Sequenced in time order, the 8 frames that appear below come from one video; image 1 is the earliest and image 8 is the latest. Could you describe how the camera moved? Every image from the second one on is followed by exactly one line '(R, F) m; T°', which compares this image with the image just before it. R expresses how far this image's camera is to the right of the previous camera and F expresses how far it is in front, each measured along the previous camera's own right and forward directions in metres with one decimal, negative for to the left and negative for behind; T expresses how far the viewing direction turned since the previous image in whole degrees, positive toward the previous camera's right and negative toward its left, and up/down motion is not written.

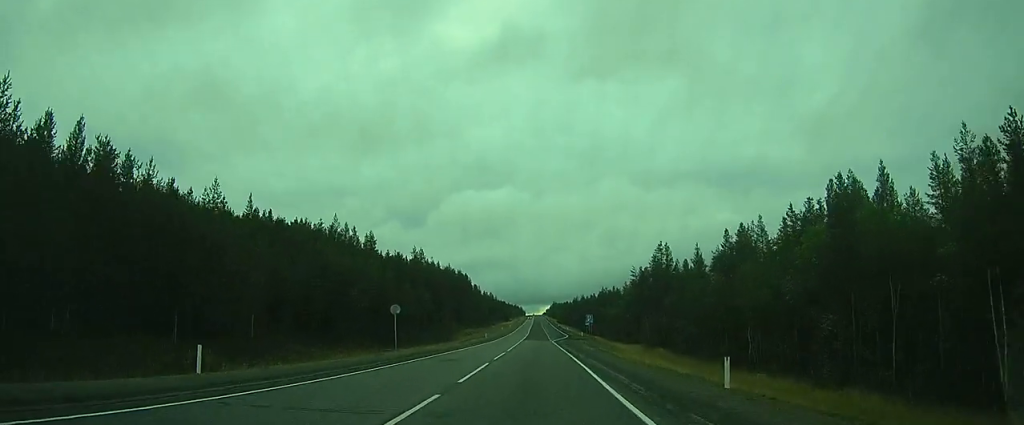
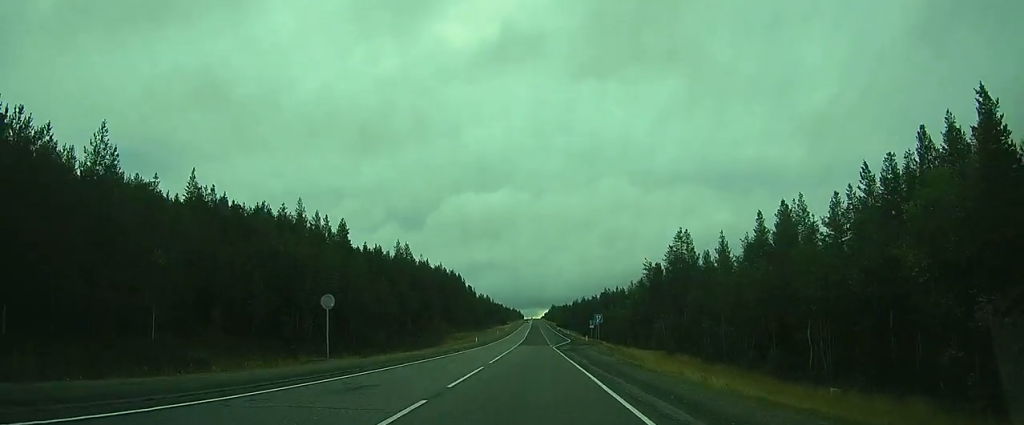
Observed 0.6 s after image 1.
(+0.1, +12.7) m; 0°
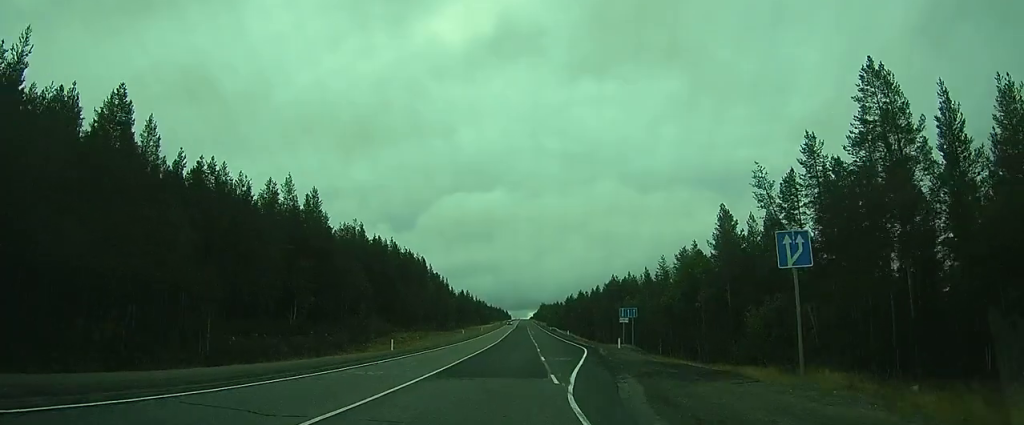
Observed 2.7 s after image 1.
(-0.1, +45.7) m; +1°
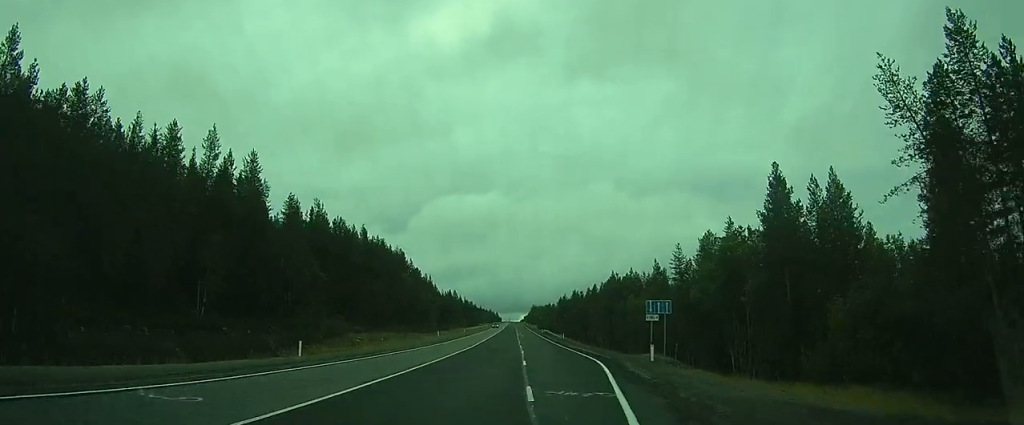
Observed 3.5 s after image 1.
(-0.1, +15.8) m; +1°
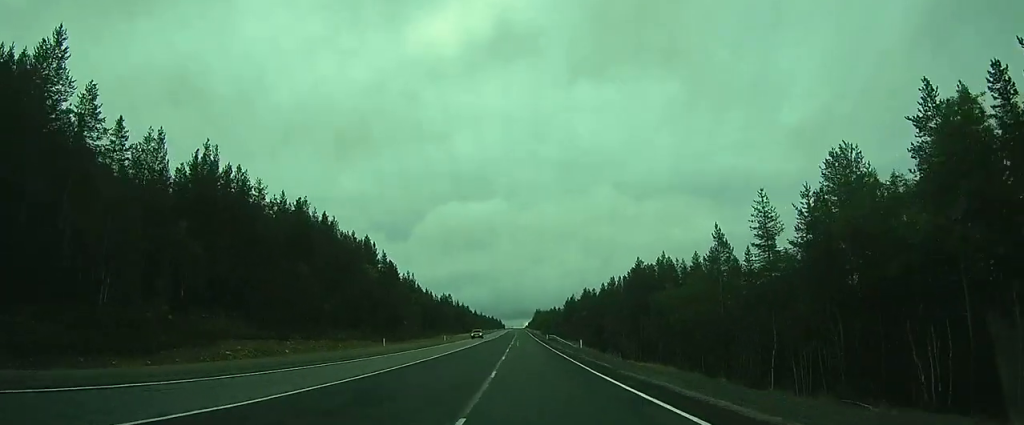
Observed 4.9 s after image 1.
(+0.7, +29.8) m; +1°
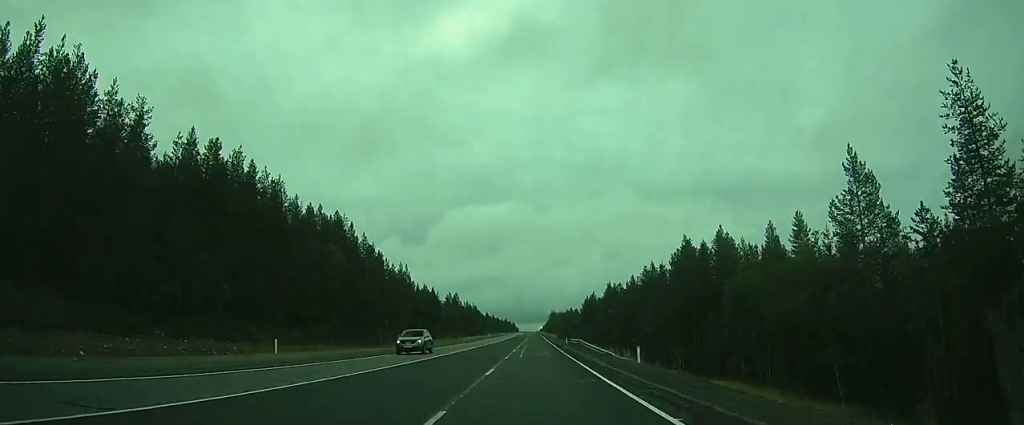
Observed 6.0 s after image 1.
(-0.2, +23.8) m; -1°
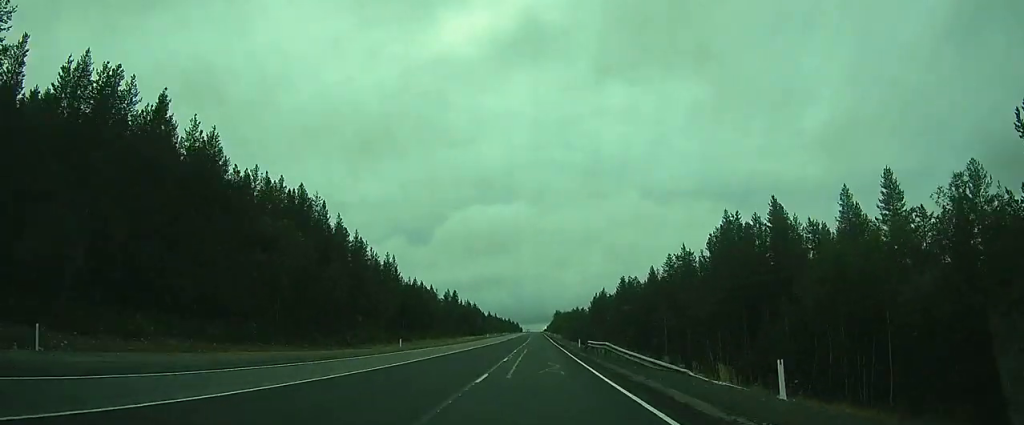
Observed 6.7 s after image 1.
(-0.1, +15.1) m; -1°
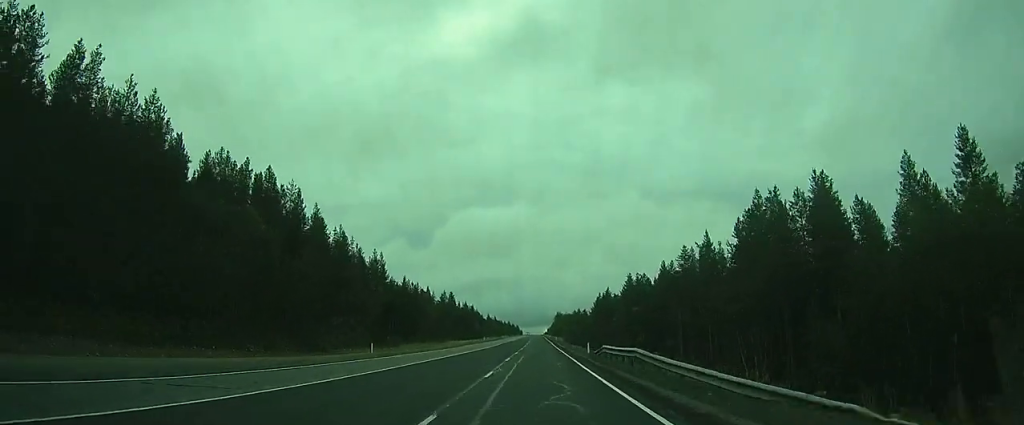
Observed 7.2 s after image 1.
(0.0, +8.8) m; 0°
